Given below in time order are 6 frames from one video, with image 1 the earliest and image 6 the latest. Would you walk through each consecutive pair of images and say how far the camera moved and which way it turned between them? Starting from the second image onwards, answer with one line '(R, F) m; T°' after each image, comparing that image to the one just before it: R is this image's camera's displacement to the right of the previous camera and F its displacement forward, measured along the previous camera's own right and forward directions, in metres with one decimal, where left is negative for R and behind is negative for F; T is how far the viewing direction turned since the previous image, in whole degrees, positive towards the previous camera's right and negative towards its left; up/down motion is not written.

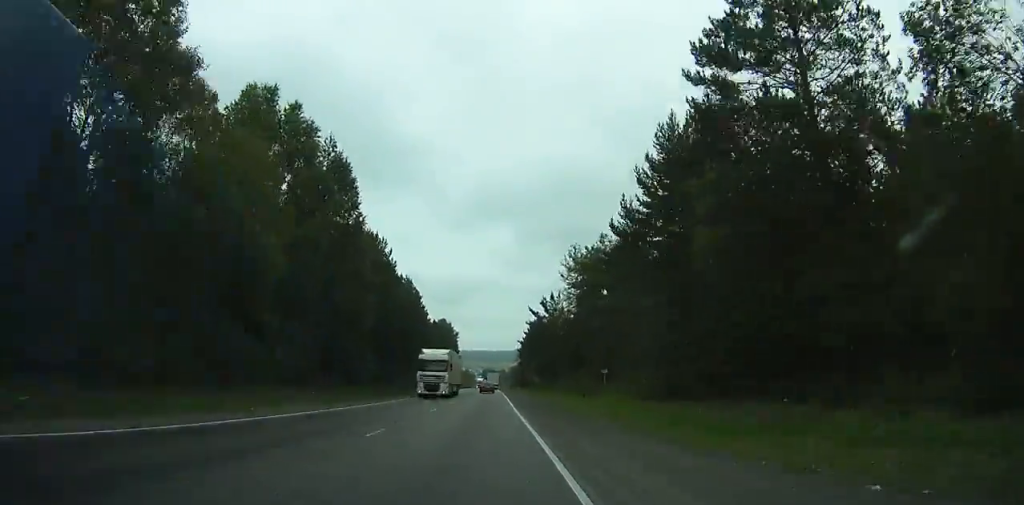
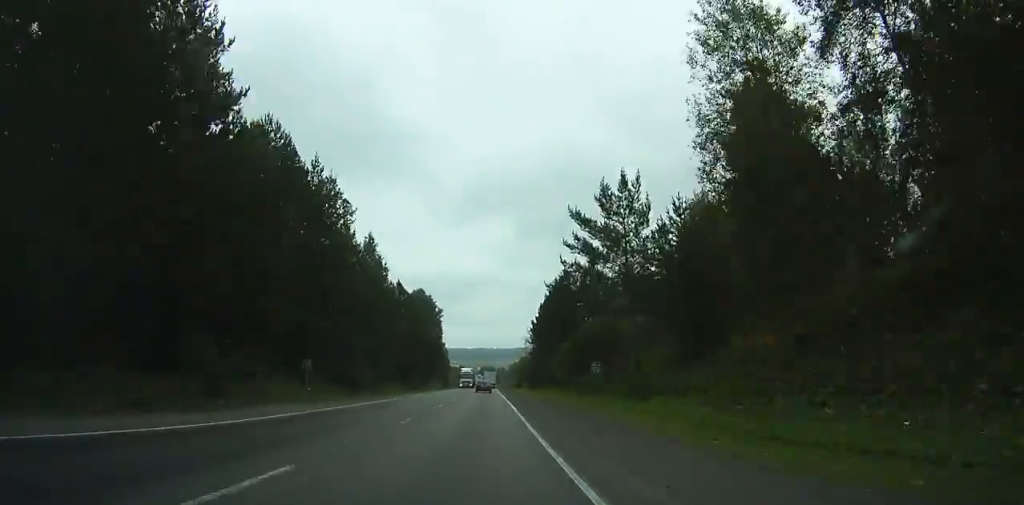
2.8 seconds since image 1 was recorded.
(-0.2, +53.9) m; 0°
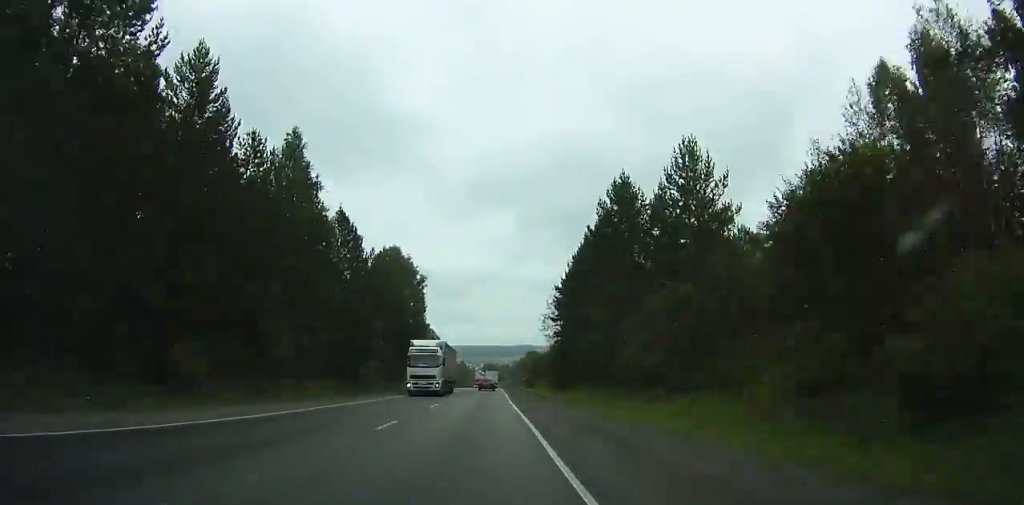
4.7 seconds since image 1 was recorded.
(-0.1, +37.0) m; 0°
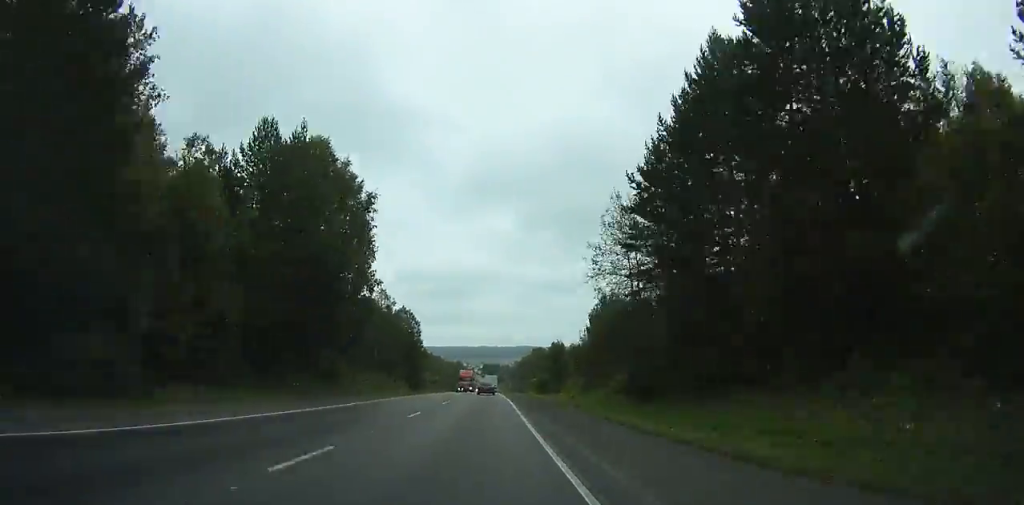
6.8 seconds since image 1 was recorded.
(-0.1, +41.2) m; 0°
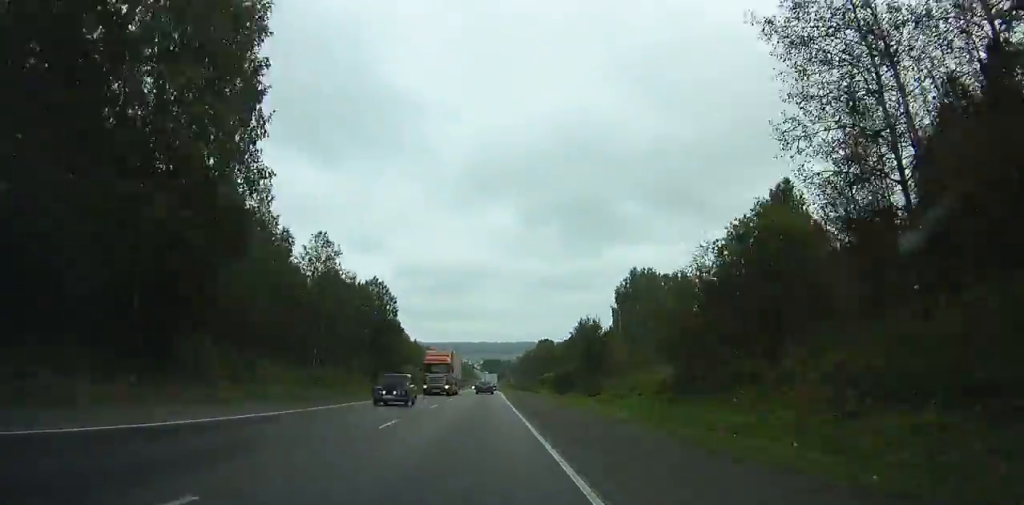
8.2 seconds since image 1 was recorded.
(+0.1, +27.8) m; 0°
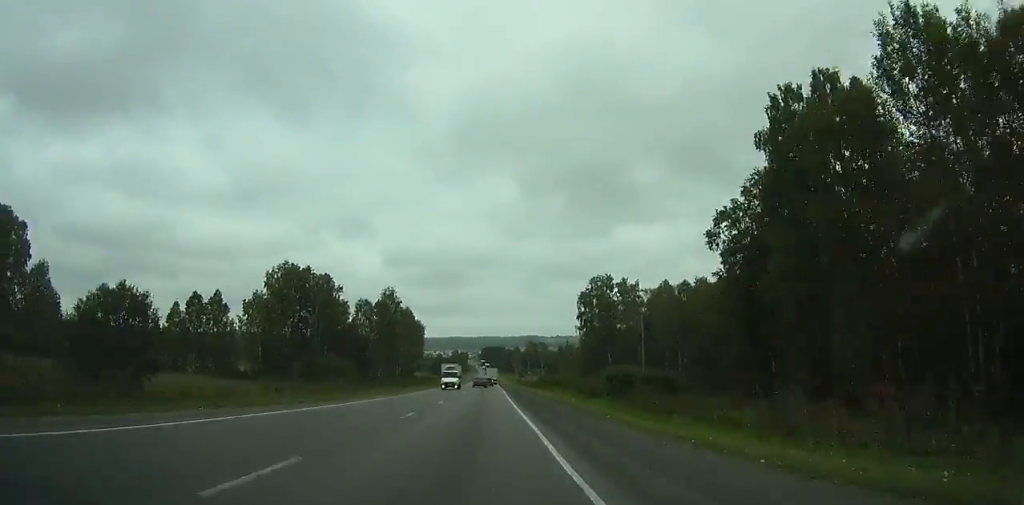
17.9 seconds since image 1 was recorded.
(-3.1, +197.1) m; -1°
